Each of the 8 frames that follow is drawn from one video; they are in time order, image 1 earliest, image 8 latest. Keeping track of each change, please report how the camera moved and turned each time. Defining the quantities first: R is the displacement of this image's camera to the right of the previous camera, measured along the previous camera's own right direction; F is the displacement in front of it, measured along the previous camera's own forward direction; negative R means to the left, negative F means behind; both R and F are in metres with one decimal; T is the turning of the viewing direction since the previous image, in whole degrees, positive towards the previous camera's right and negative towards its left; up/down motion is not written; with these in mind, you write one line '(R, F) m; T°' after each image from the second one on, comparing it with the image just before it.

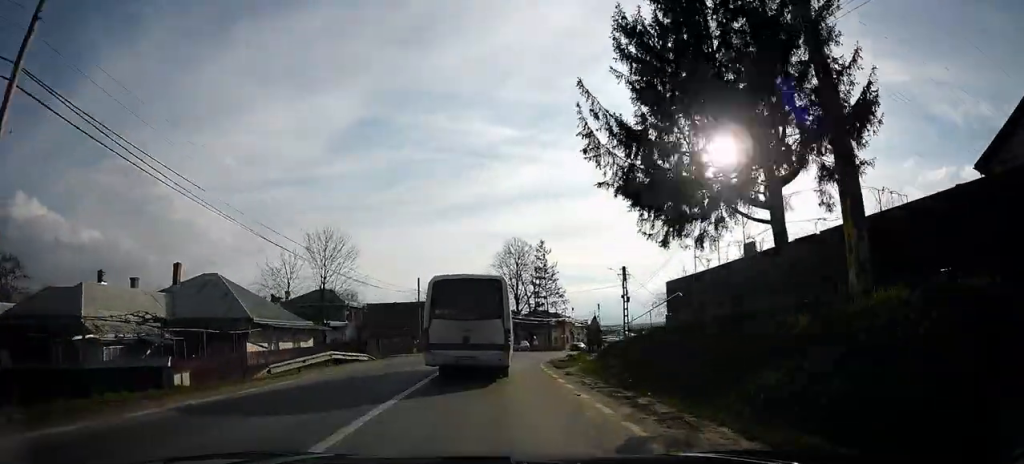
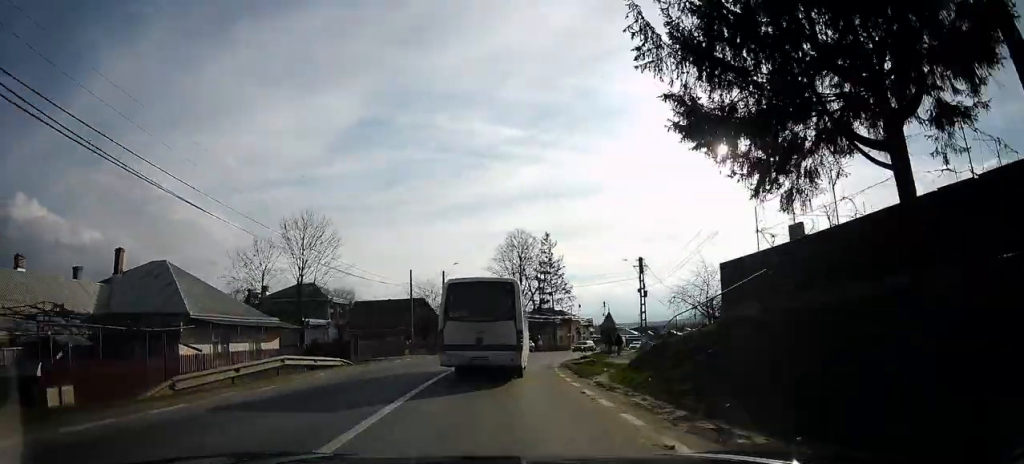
(0.0, +4.9) m; 0°
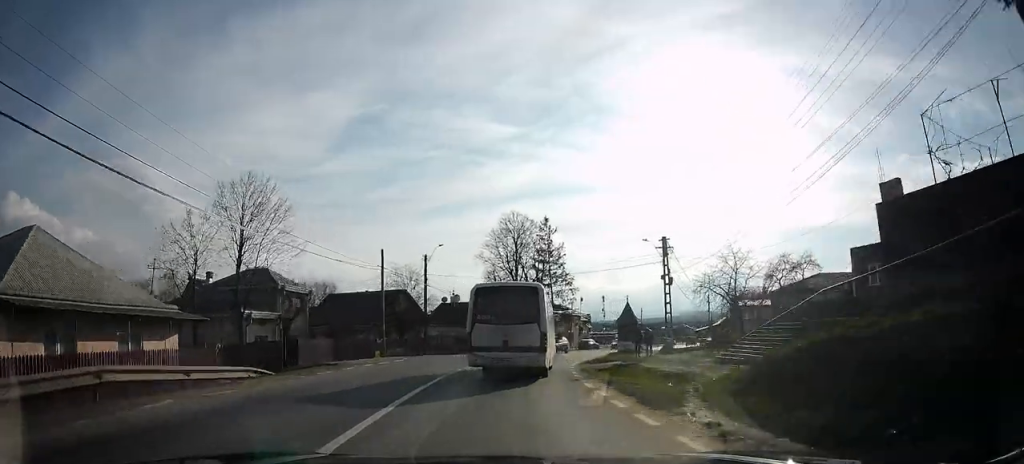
(0.0, +7.7) m; 0°
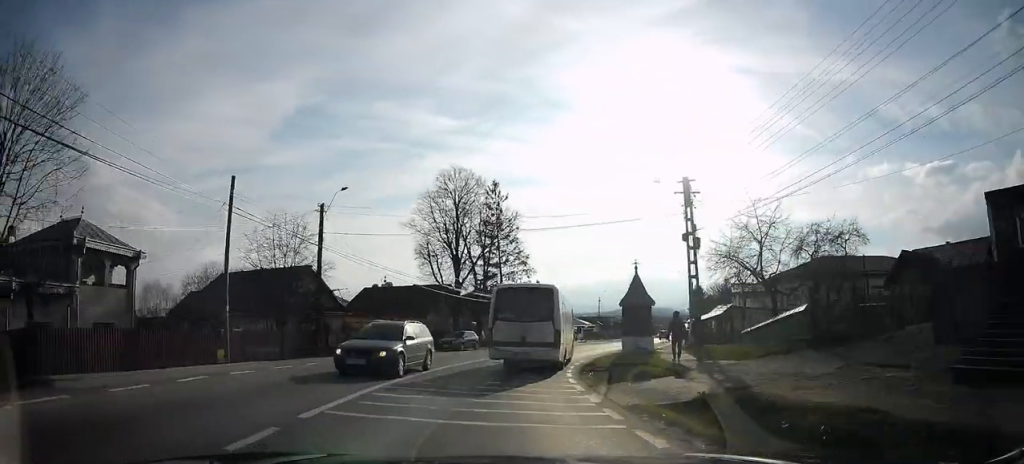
(0.0, +13.2) m; 0°
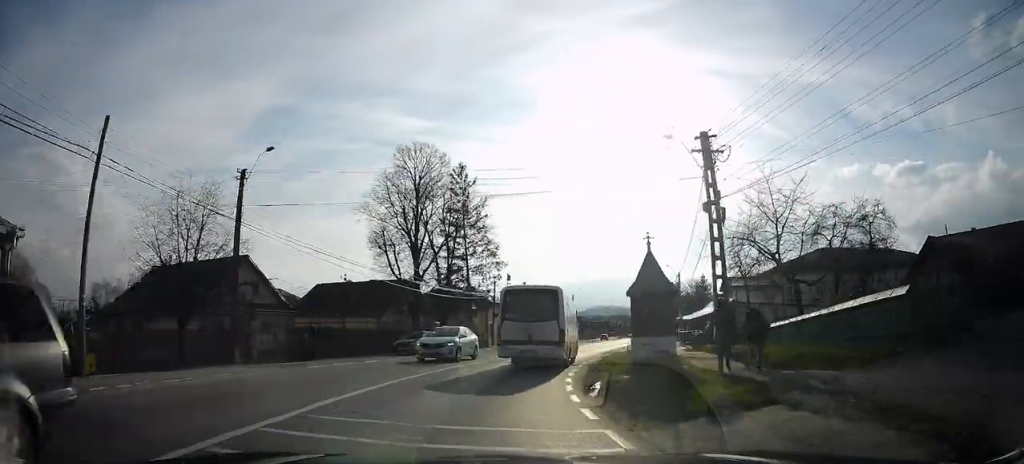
(0.0, +5.8) m; 0°
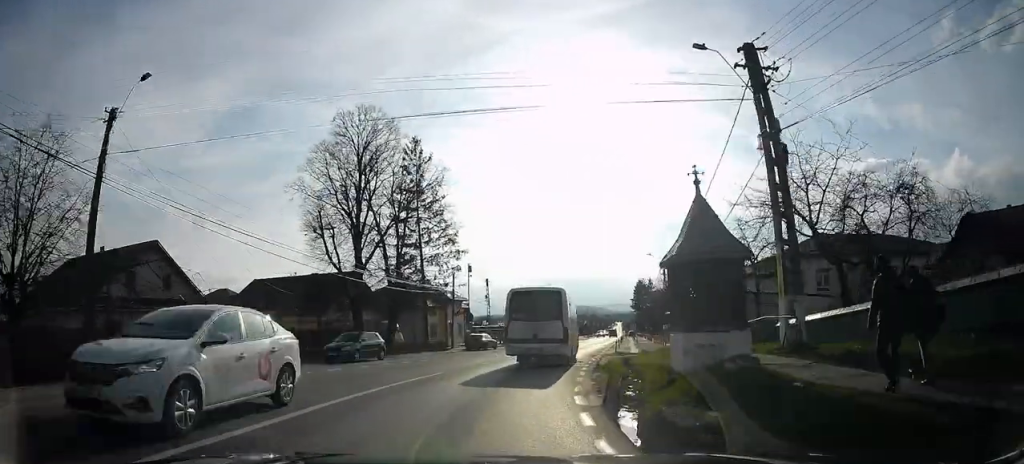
(0.0, +6.6) m; +6°
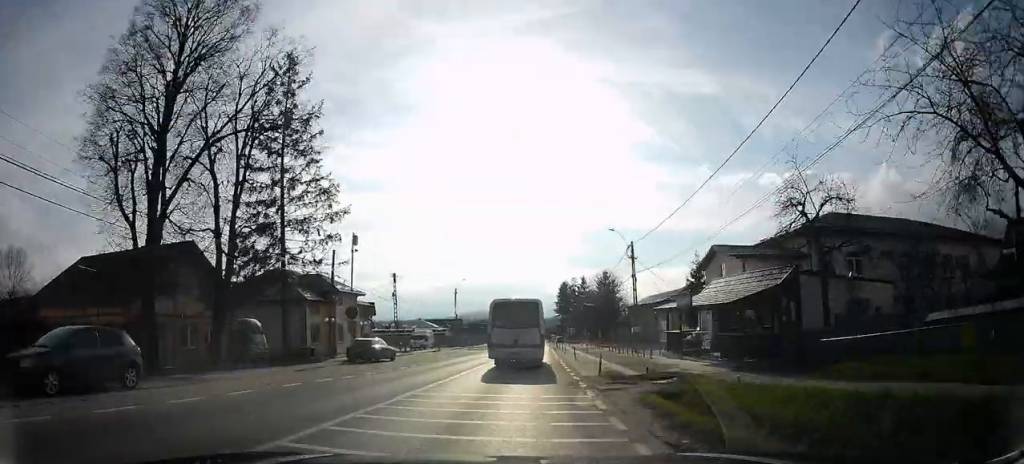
(+2.2, +12.9) m; +20°
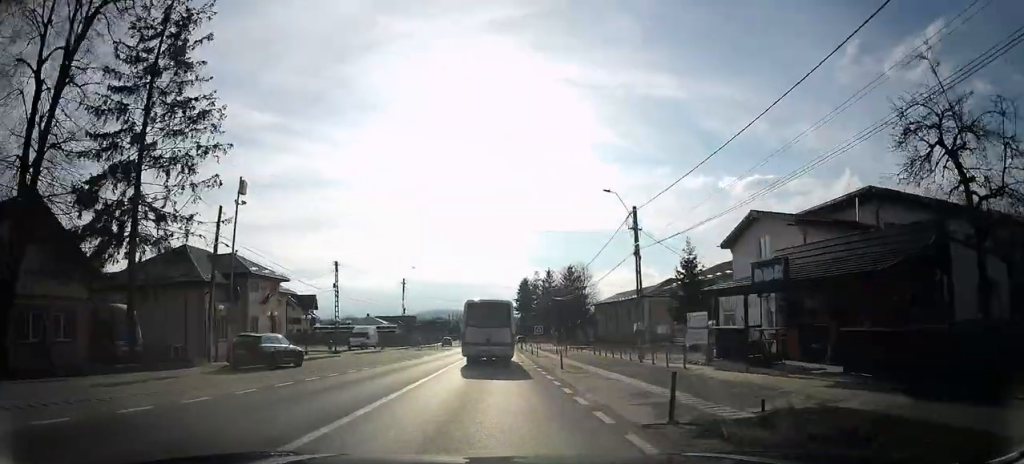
(+1.1, +8.9) m; +8°
